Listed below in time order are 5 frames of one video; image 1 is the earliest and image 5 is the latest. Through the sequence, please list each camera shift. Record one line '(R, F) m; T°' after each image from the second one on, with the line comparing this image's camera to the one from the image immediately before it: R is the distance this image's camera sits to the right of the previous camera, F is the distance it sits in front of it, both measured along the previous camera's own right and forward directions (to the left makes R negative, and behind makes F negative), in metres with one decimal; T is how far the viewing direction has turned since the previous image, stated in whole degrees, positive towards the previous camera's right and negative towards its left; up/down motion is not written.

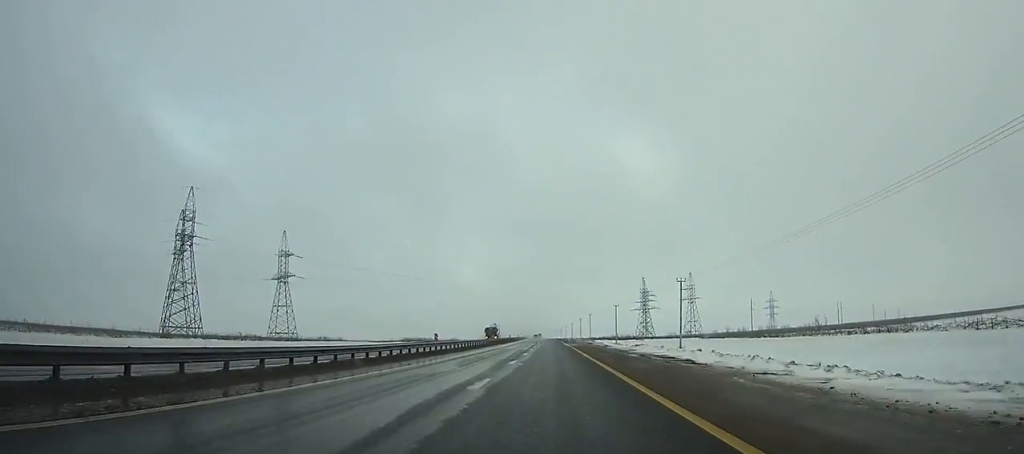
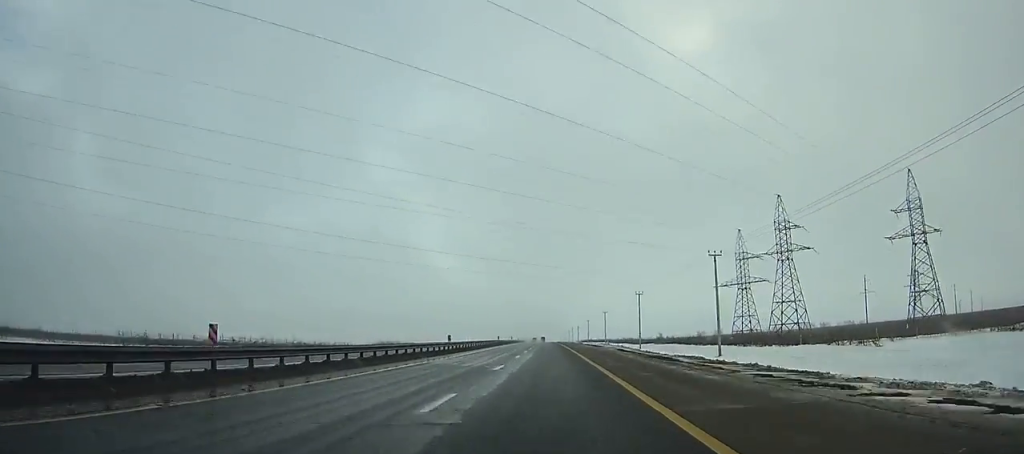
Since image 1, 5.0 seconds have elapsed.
(-1.0, +147.7) m; -1°
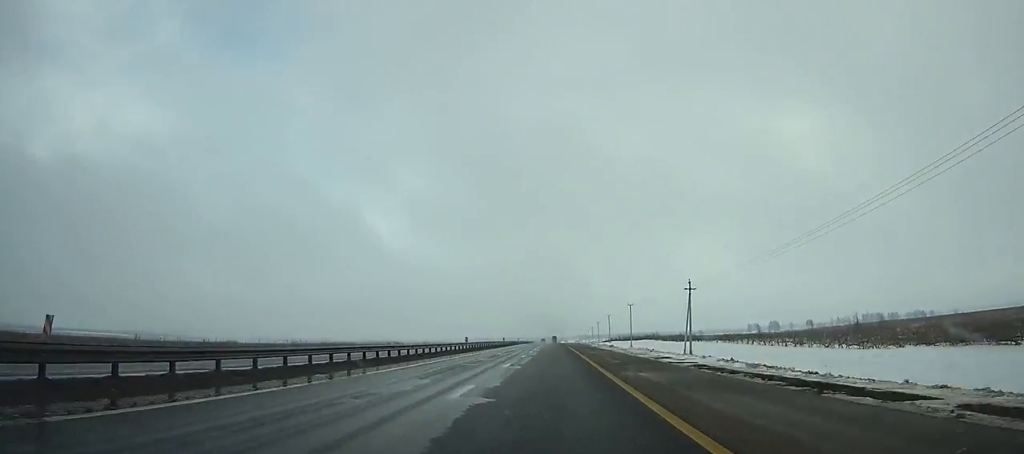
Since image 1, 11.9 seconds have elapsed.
(-3.0, +202.1) m; -1°
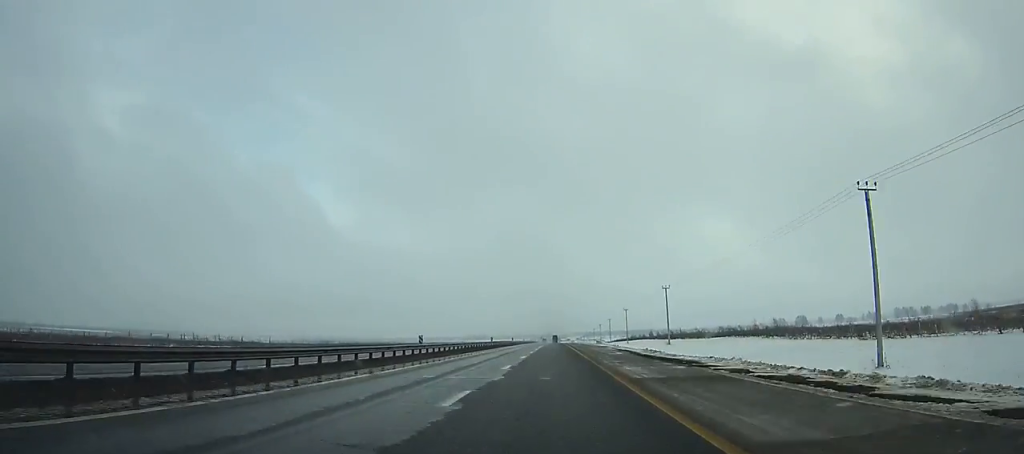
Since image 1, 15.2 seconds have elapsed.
(+0.2, +97.2) m; 0°
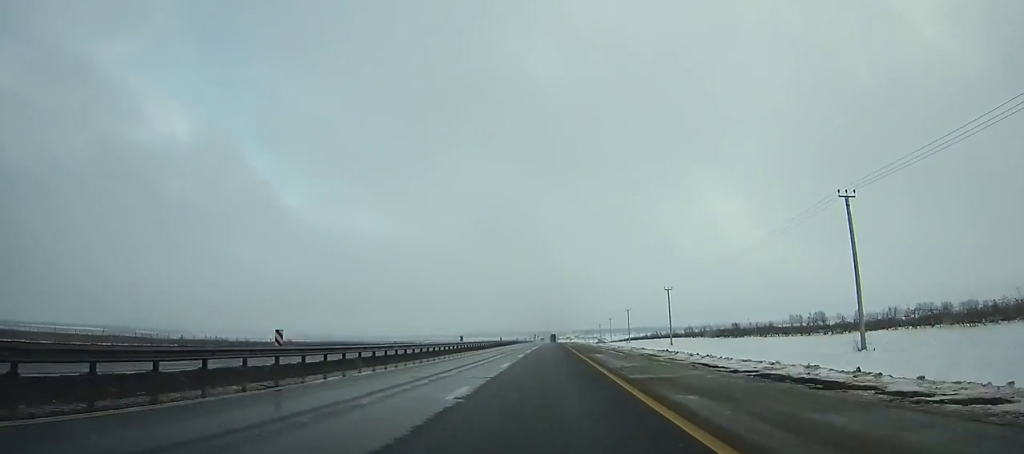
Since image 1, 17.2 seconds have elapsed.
(+0.1, +59.4) m; 0°
